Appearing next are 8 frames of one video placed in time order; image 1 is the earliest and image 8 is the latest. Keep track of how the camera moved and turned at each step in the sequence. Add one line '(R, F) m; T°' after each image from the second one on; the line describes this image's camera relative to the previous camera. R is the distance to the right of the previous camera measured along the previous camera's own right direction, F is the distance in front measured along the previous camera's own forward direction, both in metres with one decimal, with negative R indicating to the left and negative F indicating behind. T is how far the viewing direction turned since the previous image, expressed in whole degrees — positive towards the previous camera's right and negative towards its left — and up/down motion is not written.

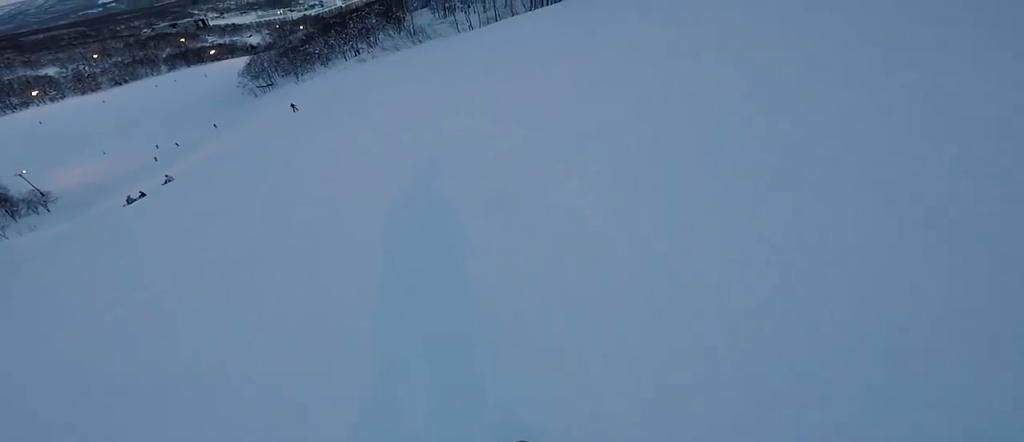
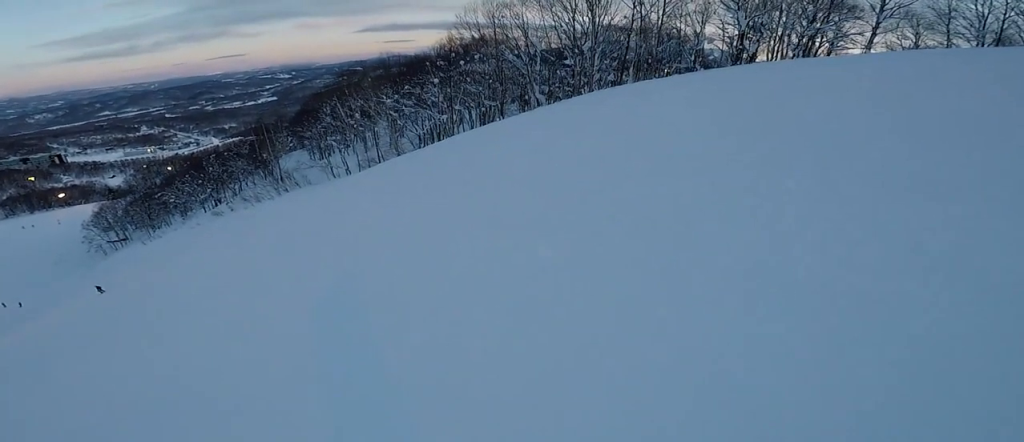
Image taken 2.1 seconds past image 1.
(+1.9, +12.4) m; +16°
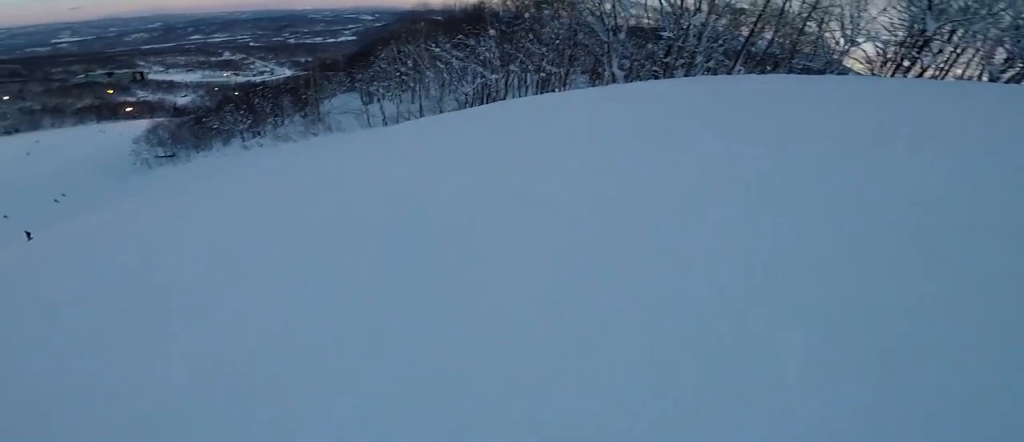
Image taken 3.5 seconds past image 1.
(-0.4, +8.9) m; -30°
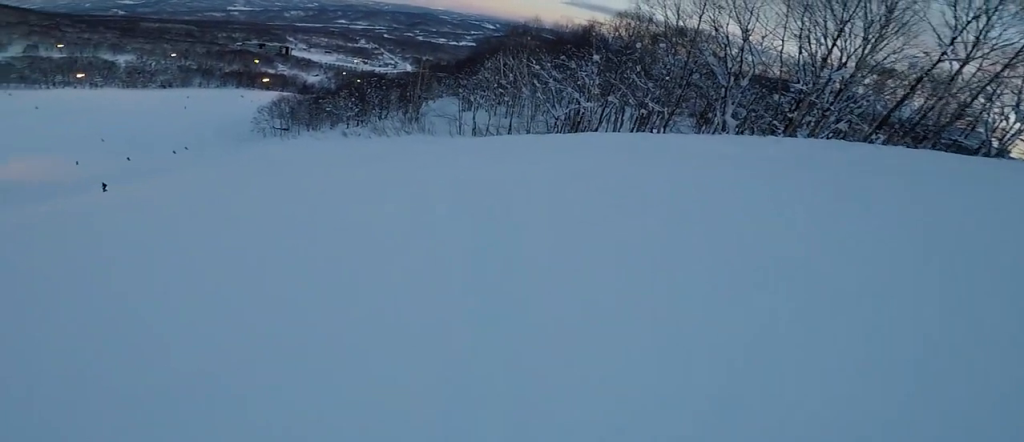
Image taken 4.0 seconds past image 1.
(-1.2, +2.6) m; -24°
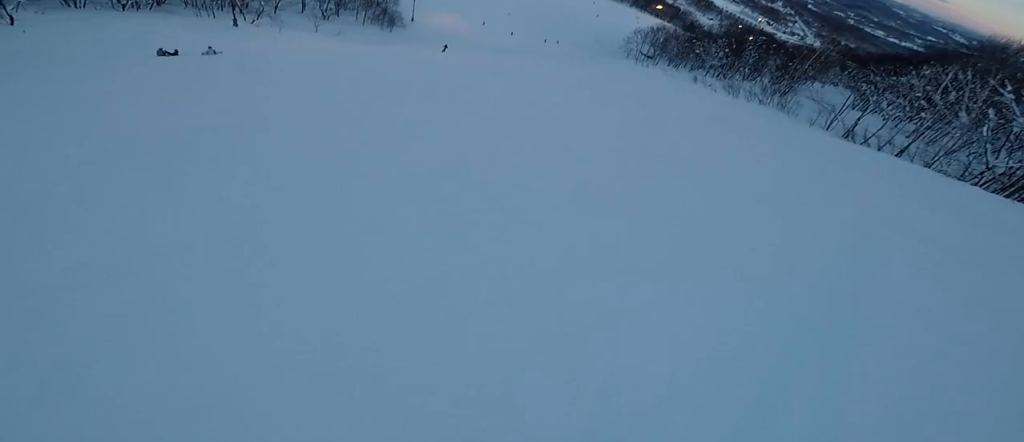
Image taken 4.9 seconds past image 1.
(-1.7, +4.5) m; -38°
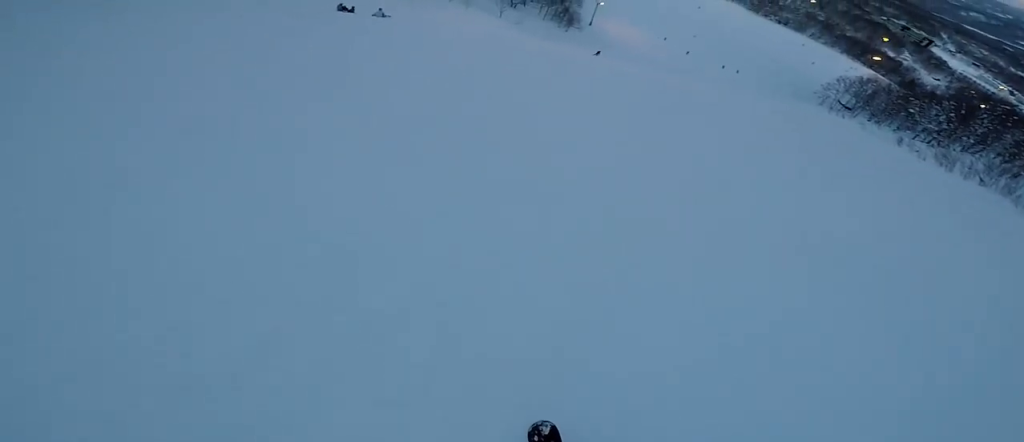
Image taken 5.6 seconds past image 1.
(-0.6, +4.0) m; -24°
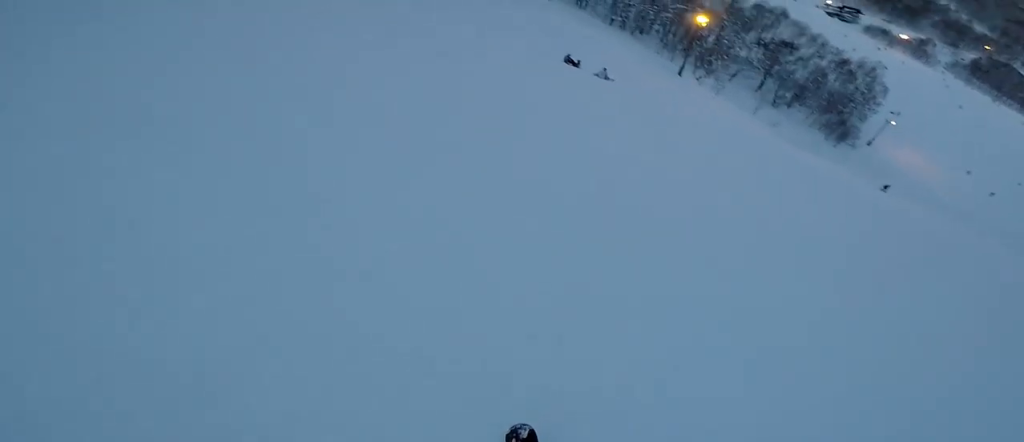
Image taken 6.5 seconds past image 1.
(-1.6, +5.0) m; -18°
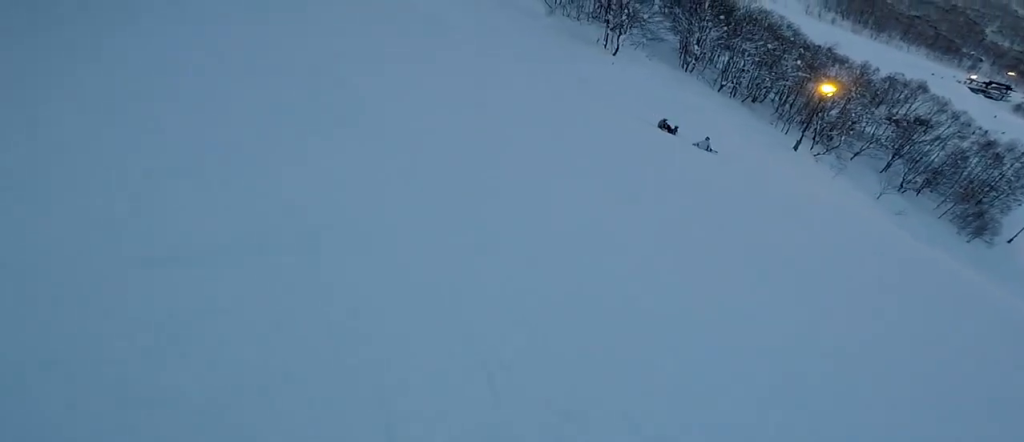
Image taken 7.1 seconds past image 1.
(0.0, +2.6) m; 0°
